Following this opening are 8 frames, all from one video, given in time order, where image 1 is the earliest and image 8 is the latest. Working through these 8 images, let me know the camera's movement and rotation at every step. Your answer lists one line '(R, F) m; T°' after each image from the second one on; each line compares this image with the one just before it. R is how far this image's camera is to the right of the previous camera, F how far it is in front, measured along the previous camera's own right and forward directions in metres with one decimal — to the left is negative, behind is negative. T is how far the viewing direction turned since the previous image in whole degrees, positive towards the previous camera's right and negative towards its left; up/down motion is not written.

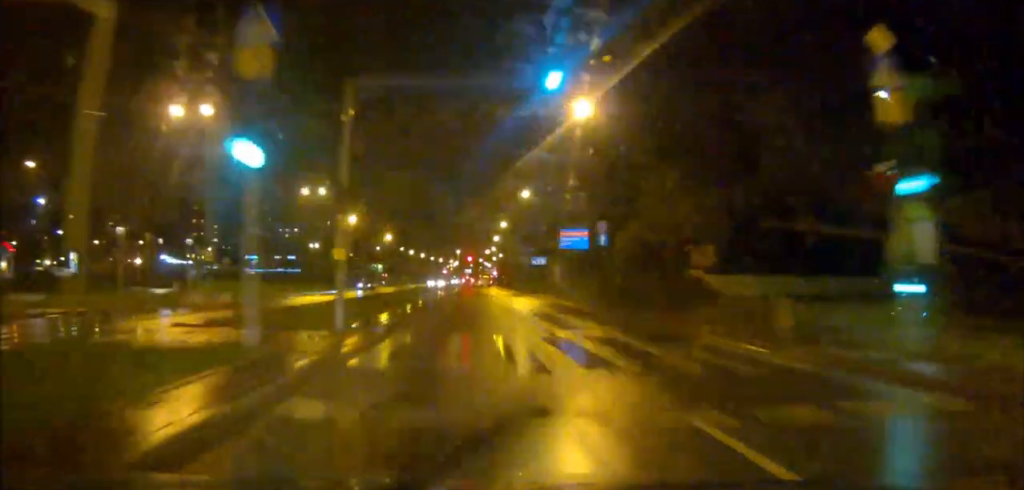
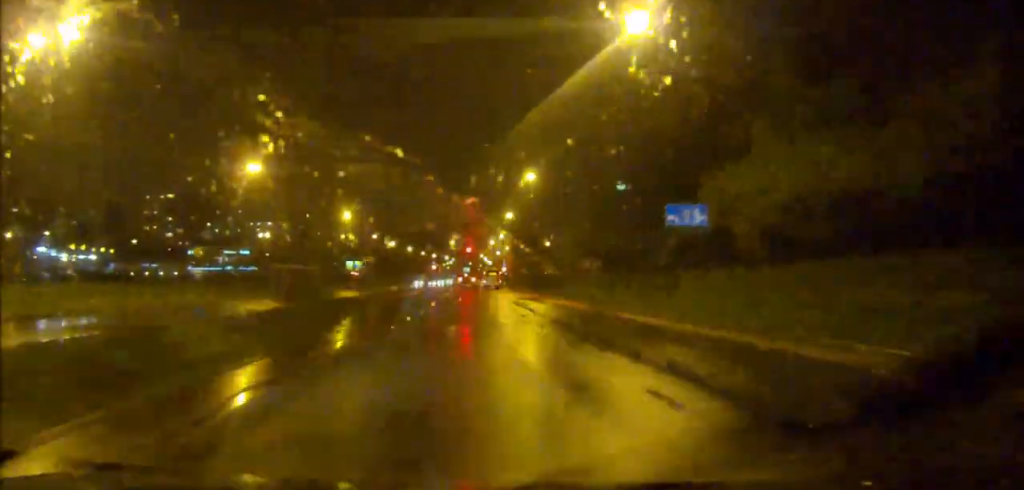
(0.0, +49.9) m; 0°
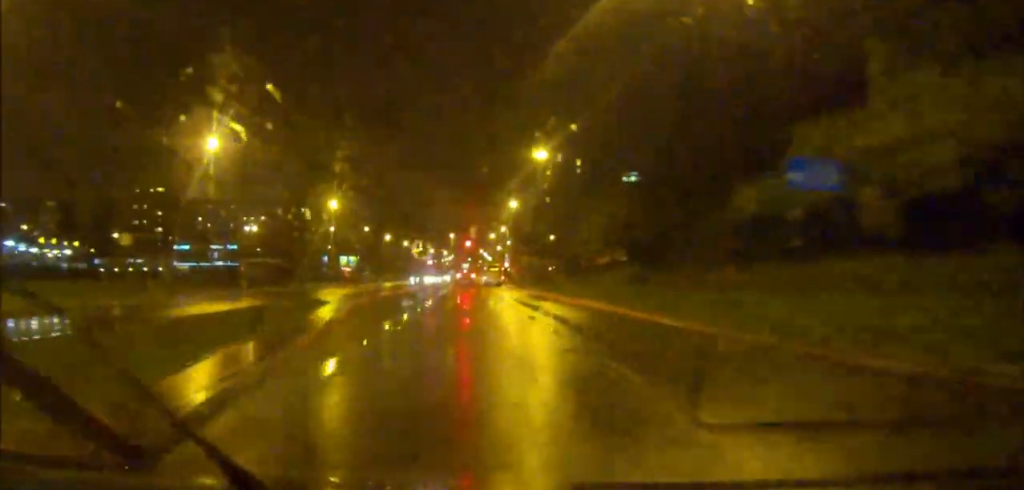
(0.0, +9.2) m; 0°
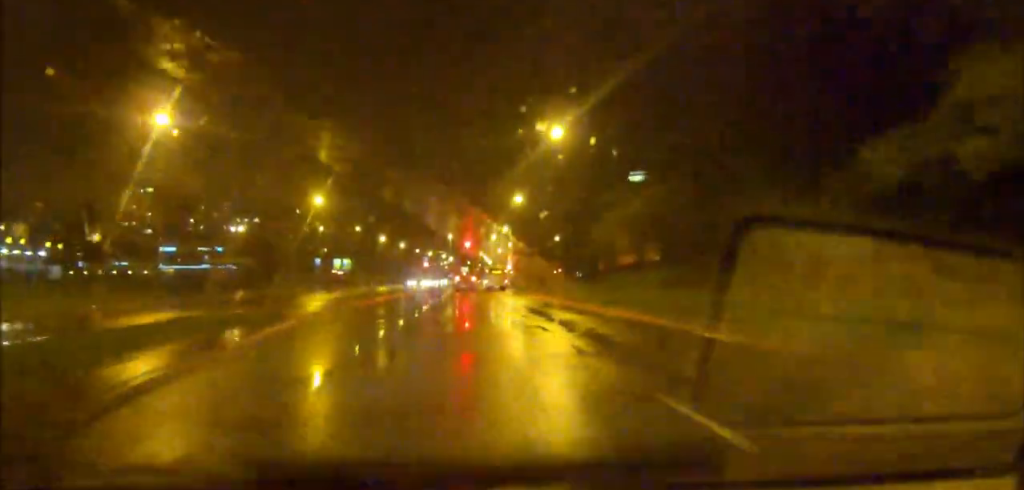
(0.0, +8.6) m; 0°
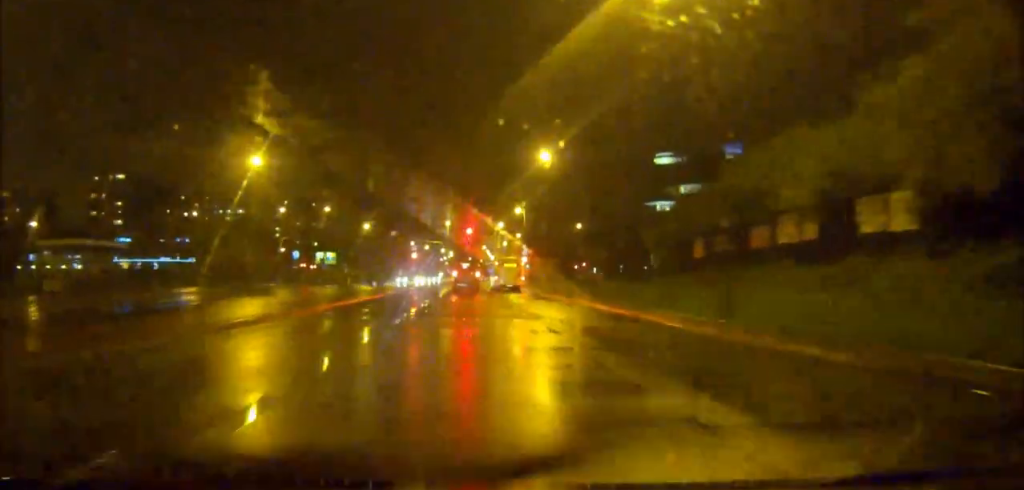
(0.0, +24.7) m; 0°
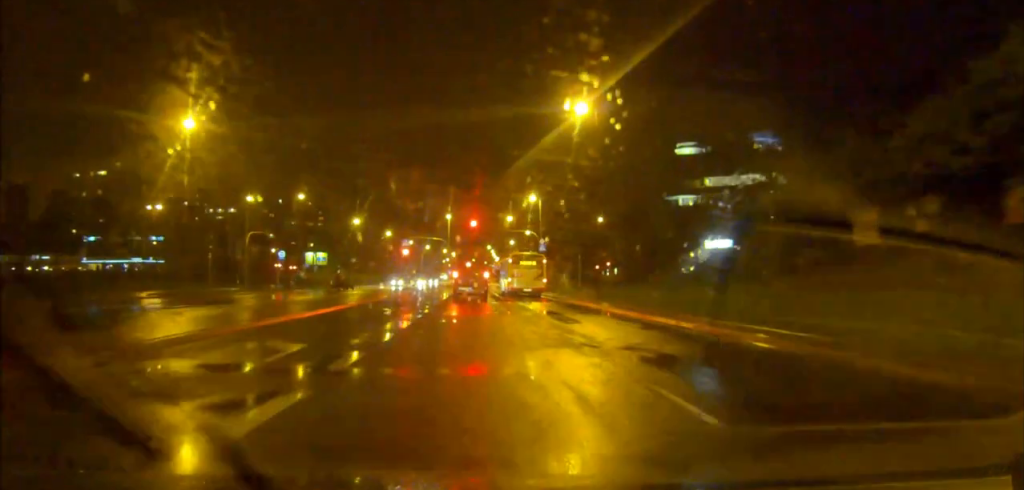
(-0.1, +14.6) m; 0°
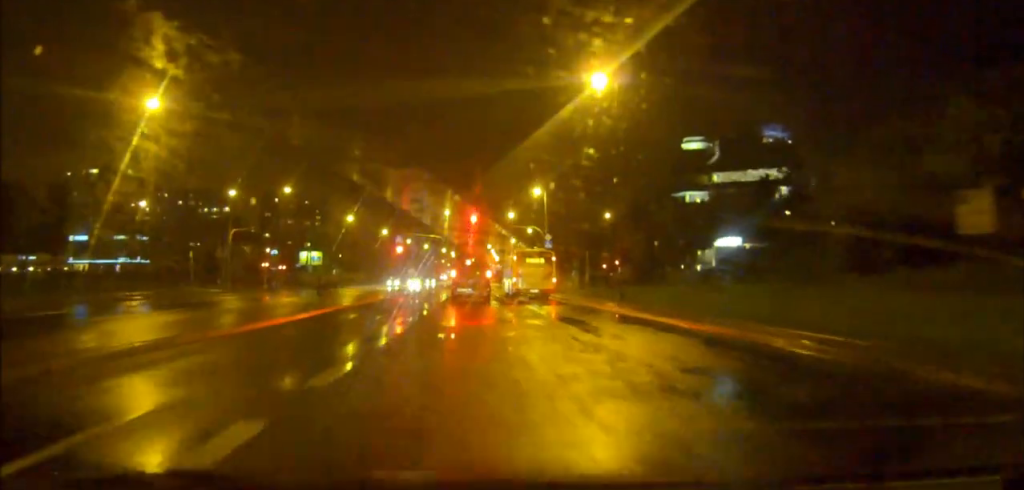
(0.0, +4.7) m; 0°
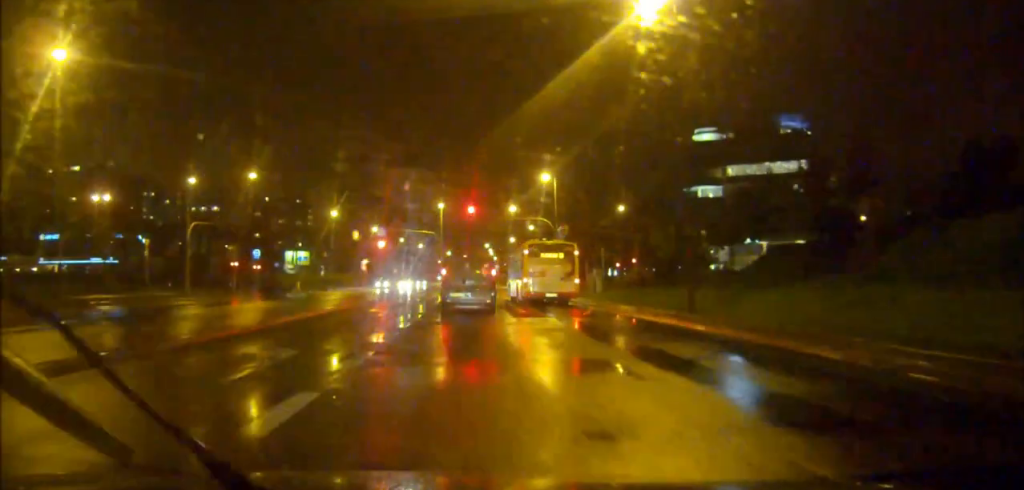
(0.0, +9.4) m; 0°
